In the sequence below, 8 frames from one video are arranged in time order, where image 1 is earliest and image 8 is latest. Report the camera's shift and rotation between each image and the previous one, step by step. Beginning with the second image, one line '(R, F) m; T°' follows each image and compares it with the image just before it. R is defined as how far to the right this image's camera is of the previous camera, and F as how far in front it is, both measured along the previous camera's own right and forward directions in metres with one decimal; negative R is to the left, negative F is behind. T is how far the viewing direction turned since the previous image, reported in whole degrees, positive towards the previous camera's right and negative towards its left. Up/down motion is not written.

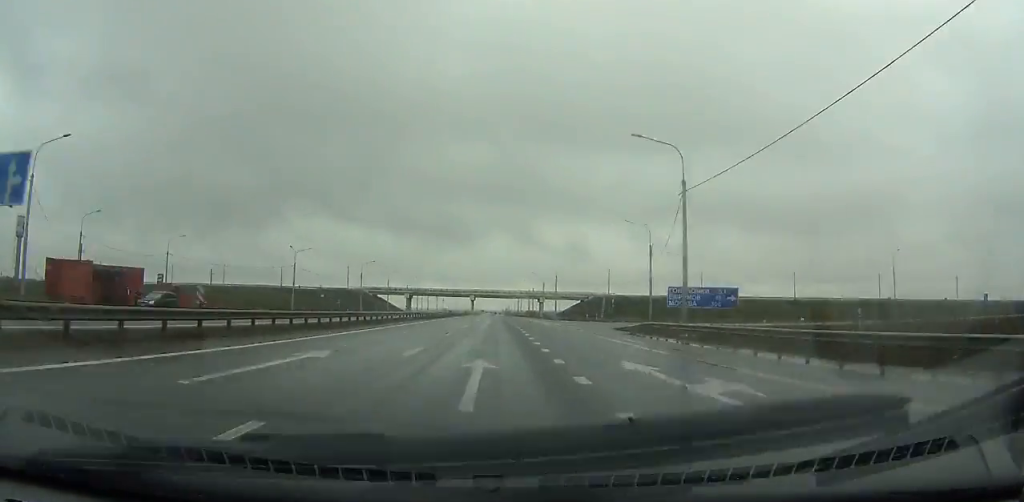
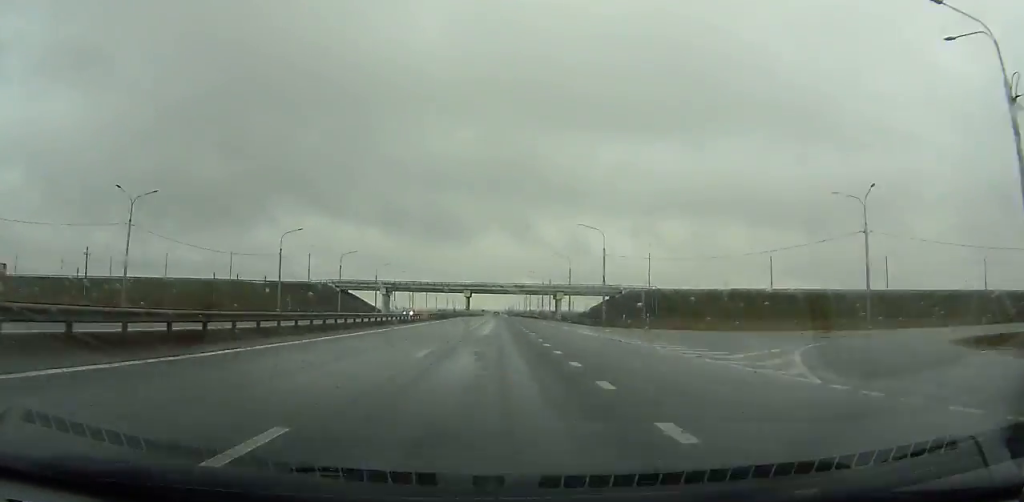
(-0.1, +48.4) m; 0°
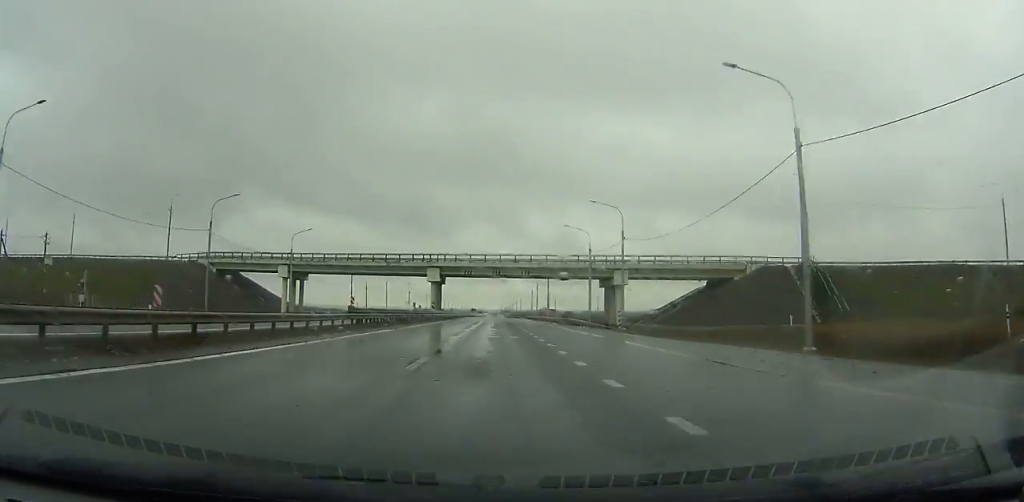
(0.0, +75.5) m; 0°
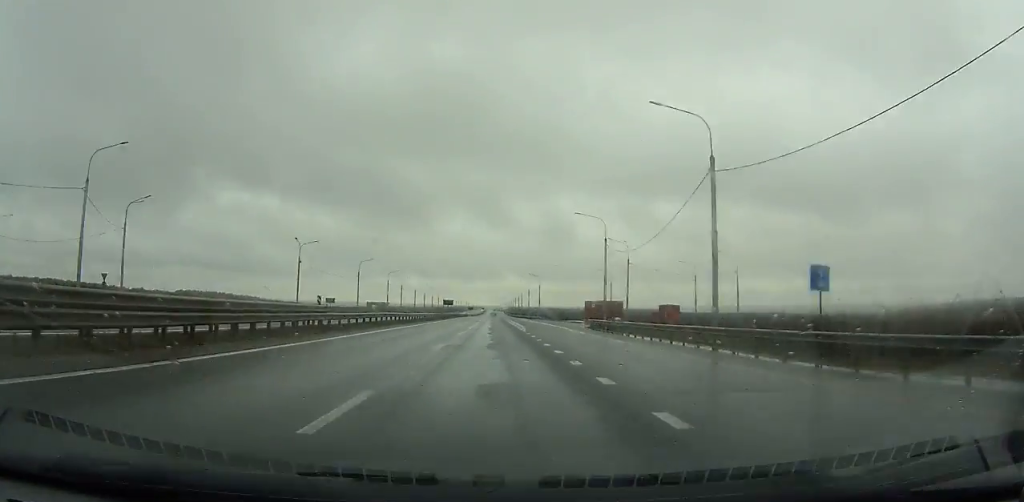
(0.0, +114.3) m; 0°
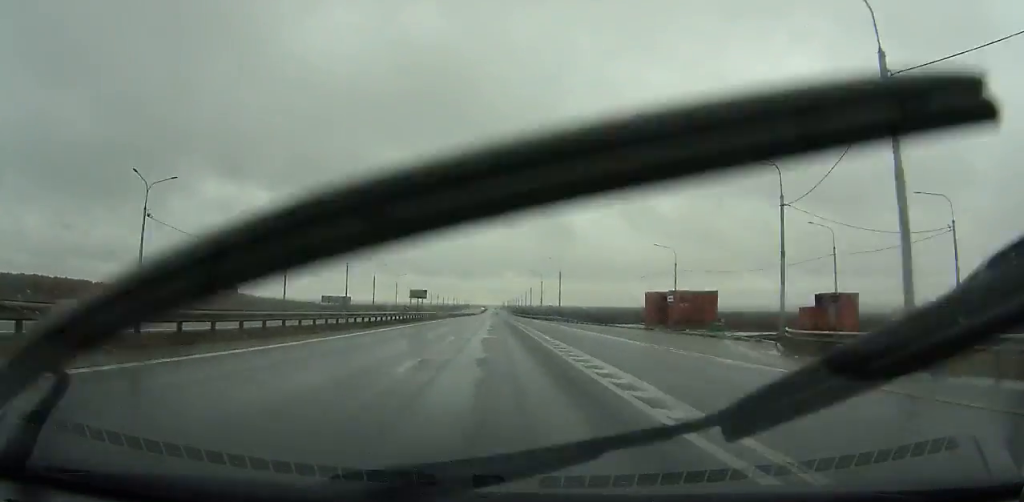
(+0.1, +43.8) m; 0°
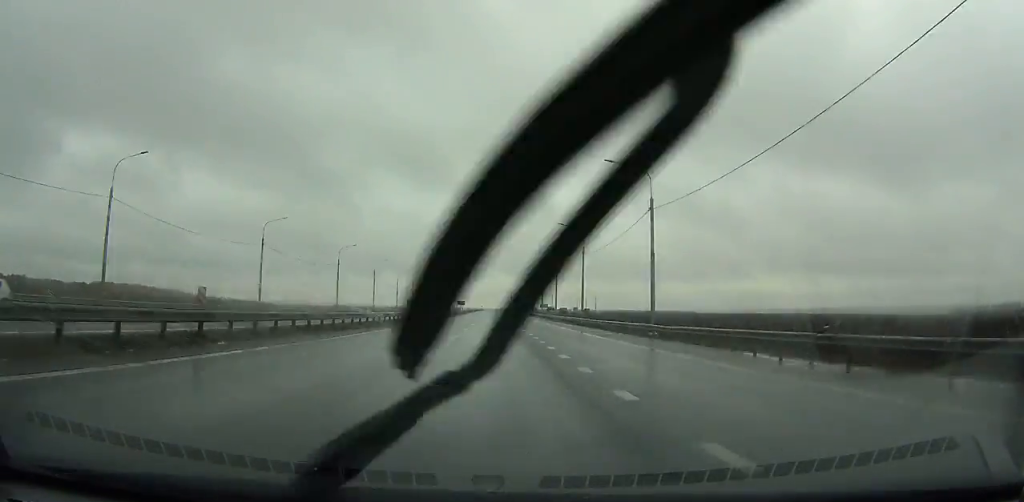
(+1.1, +276.0) m; 0°
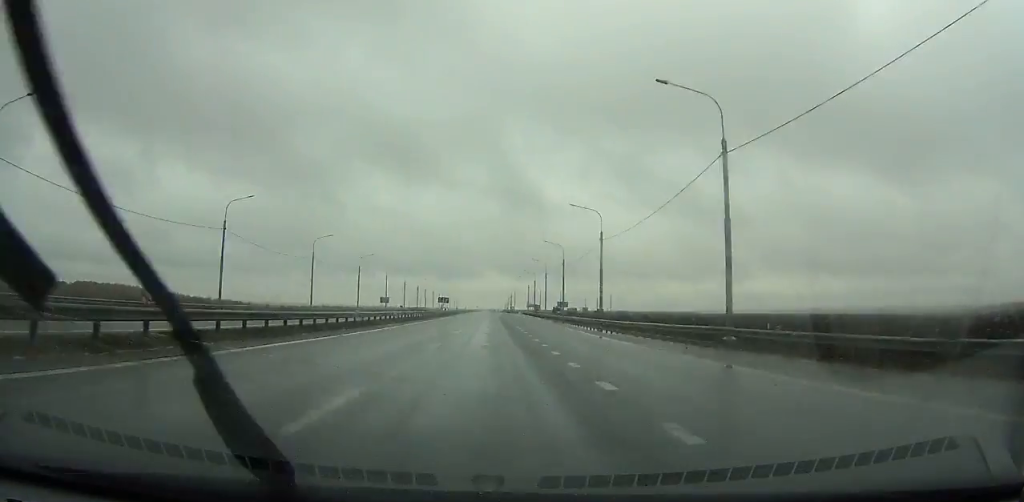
(+0.1, +42.5) m; 0°
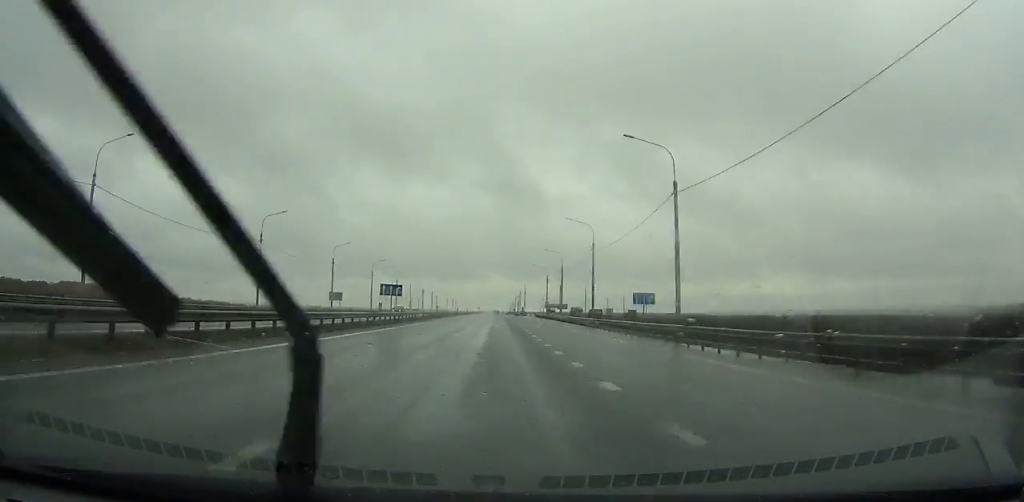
(0.0, +51.3) m; 0°
